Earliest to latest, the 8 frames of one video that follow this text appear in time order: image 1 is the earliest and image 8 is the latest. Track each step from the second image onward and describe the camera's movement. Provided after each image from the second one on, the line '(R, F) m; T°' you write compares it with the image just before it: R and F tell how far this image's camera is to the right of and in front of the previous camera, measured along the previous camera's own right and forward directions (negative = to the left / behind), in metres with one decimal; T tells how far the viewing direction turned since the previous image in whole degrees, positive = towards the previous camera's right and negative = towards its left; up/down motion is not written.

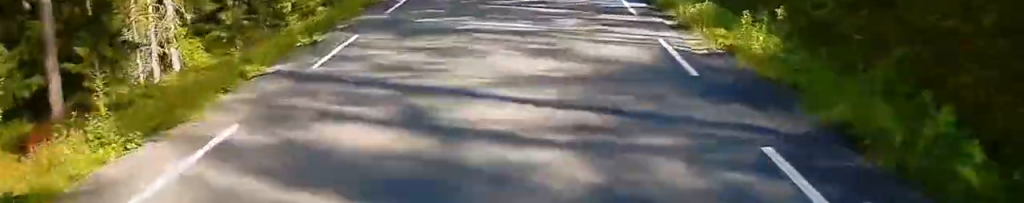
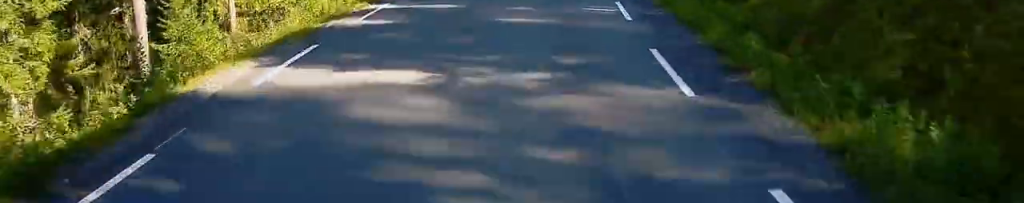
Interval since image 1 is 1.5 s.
(+0.1, +24.9) m; +2°
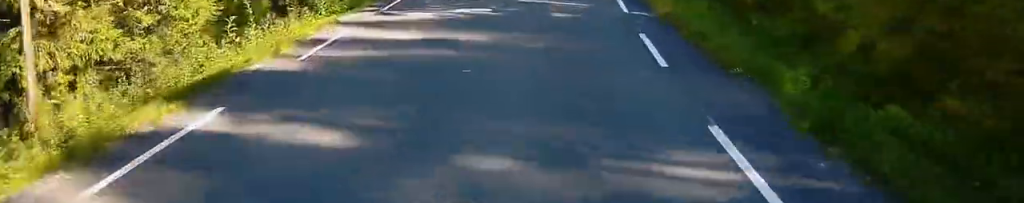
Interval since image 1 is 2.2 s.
(+0.3, +10.0) m; +1°
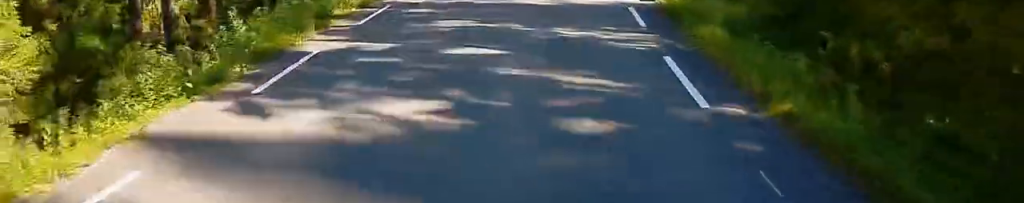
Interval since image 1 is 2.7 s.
(+0.1, +8.1) m; +1°
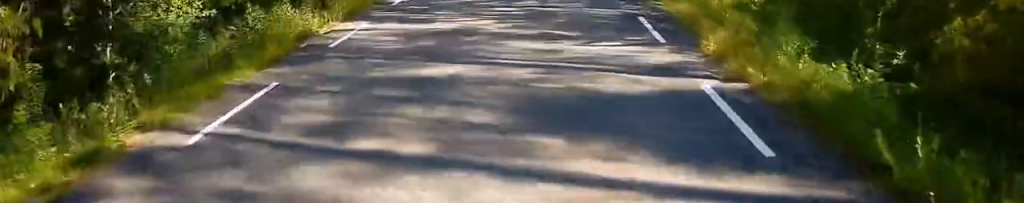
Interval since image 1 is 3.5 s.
(0.0, +13.9) m; 0°
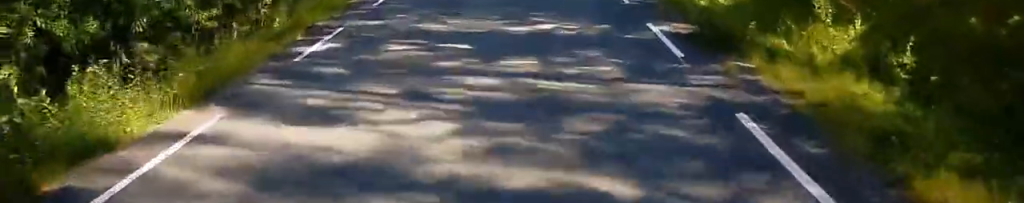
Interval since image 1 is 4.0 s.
(0.0, +7.9) m; +1°
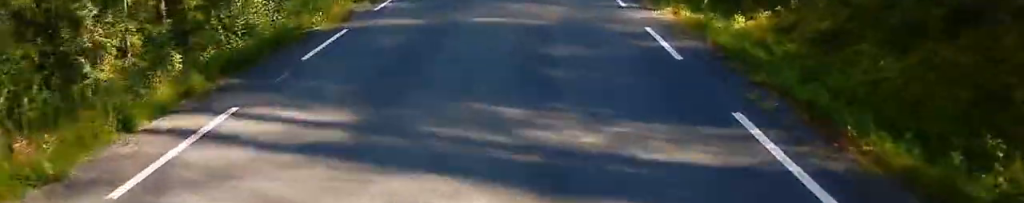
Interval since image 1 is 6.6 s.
(+1.8, +41.5) m; +3°
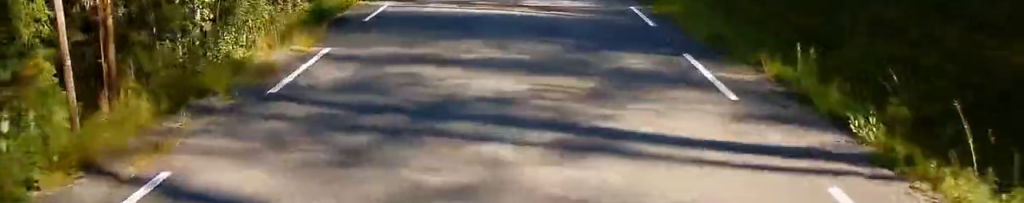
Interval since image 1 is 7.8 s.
(-0.3, +20.3) m; -3°
